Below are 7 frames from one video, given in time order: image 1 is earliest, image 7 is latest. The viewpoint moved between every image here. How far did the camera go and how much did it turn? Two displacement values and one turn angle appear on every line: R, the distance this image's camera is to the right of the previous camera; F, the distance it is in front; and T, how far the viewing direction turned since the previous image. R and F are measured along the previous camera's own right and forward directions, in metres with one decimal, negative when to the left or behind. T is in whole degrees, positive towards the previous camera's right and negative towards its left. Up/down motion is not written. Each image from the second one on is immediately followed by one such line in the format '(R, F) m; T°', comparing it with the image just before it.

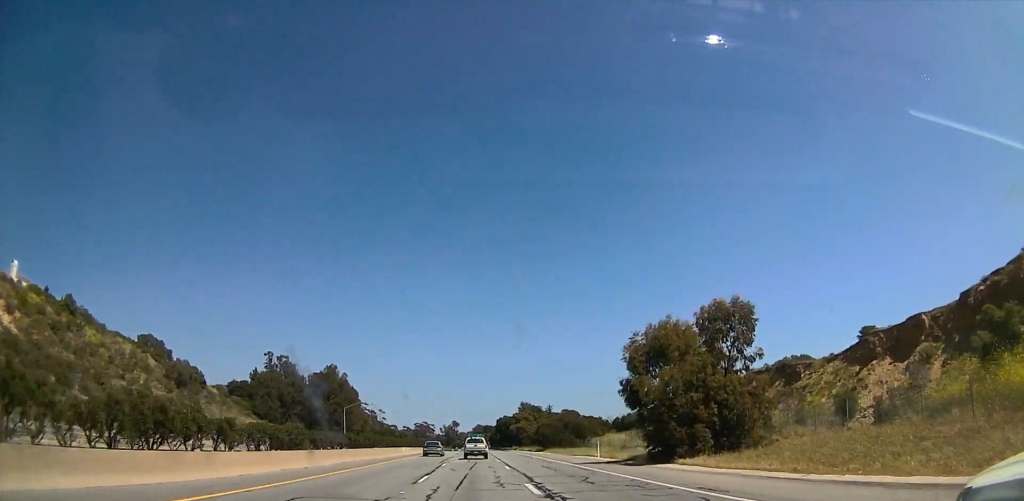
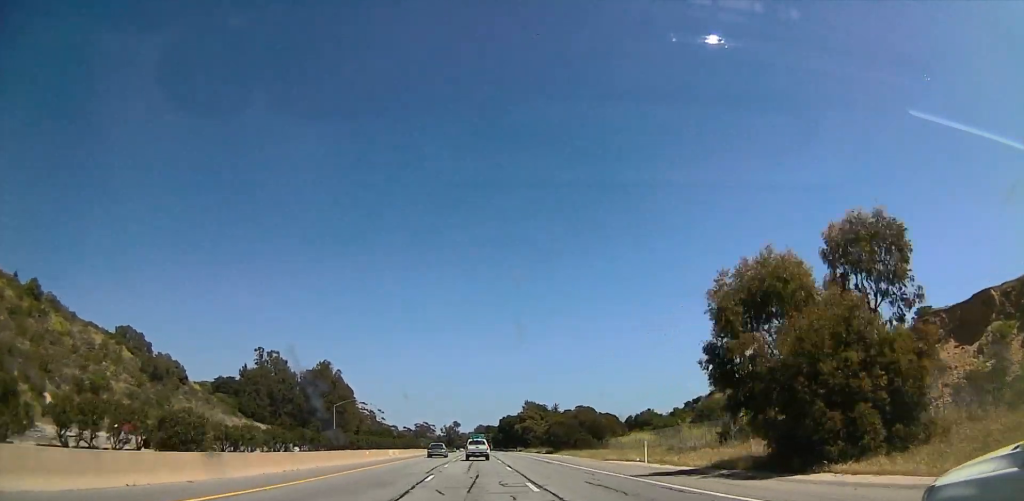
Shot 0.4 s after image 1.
(0.0, +12.5) m; 0°
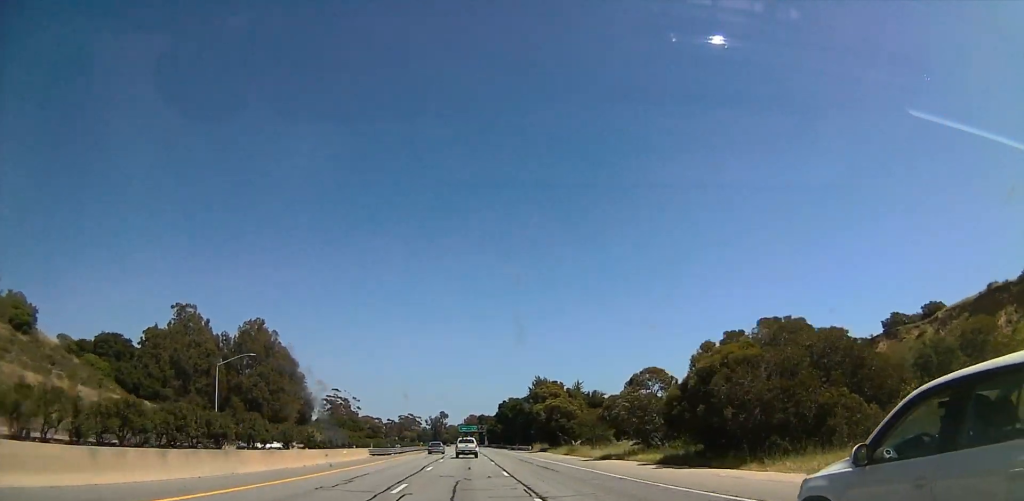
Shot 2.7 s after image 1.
(+1.6, +65.0) m; +3°
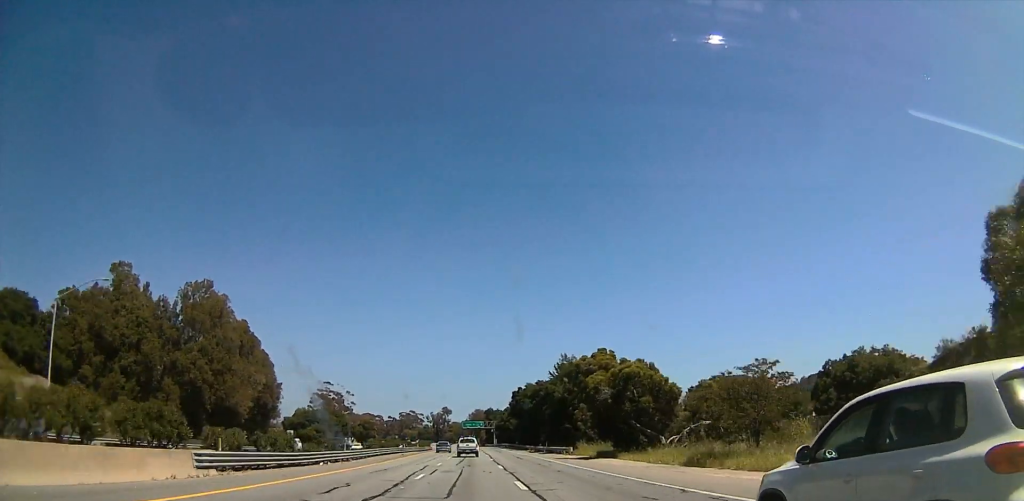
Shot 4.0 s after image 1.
(-0.4, +36.9) m; -2°
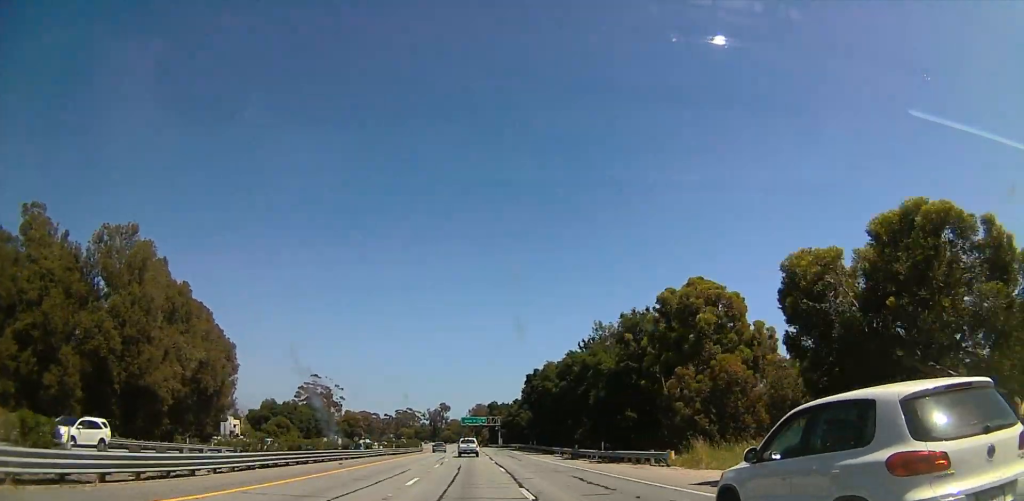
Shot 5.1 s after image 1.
(-0.3, +32.0) m; -1°
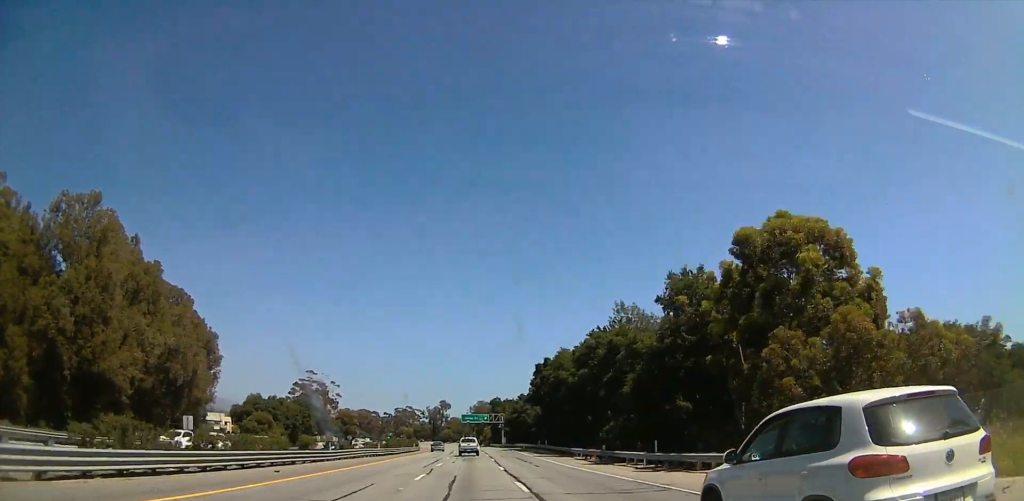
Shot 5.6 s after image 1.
(-0.1, +12.3) m; 0°
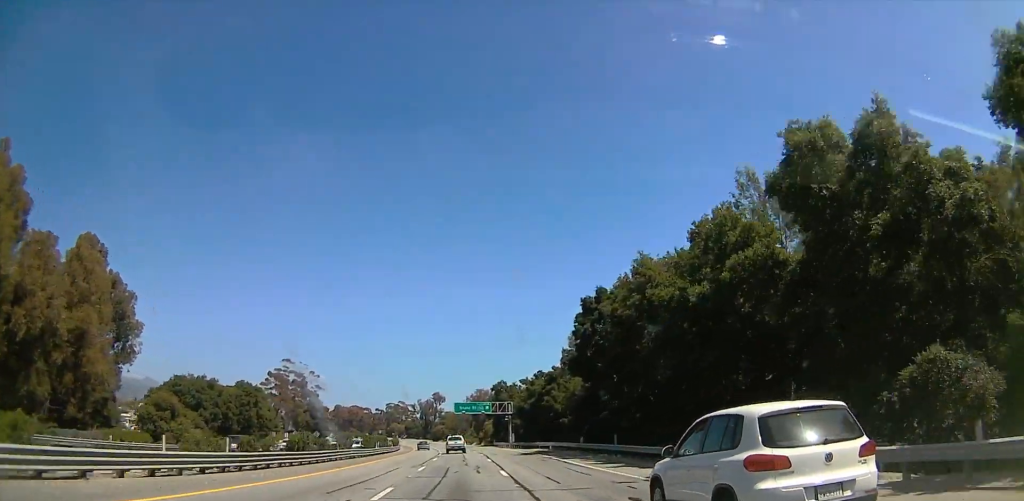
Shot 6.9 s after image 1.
(-0.1, +38.1) m; 0°
